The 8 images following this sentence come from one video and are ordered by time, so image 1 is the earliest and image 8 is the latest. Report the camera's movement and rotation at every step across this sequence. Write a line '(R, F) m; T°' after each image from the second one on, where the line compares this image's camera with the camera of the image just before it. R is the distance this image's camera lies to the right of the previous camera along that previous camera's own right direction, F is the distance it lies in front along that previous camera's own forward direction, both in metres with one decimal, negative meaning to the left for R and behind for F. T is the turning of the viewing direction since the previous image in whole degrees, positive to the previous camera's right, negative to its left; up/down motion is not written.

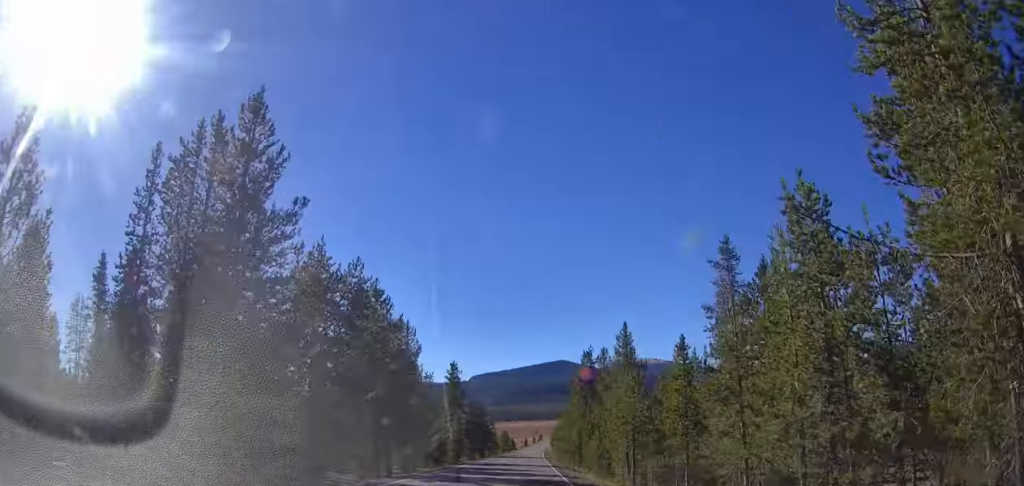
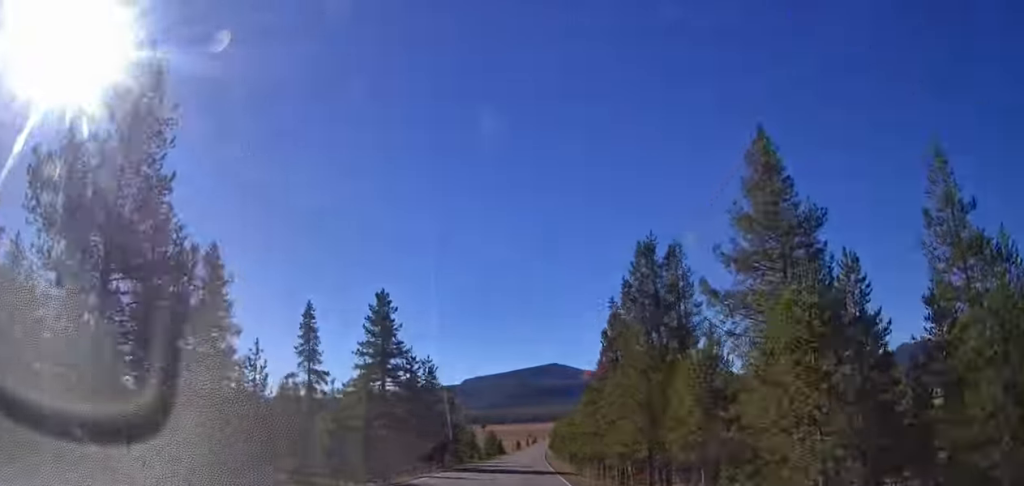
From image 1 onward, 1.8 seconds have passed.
(-0.4, +41.9) m; -1°
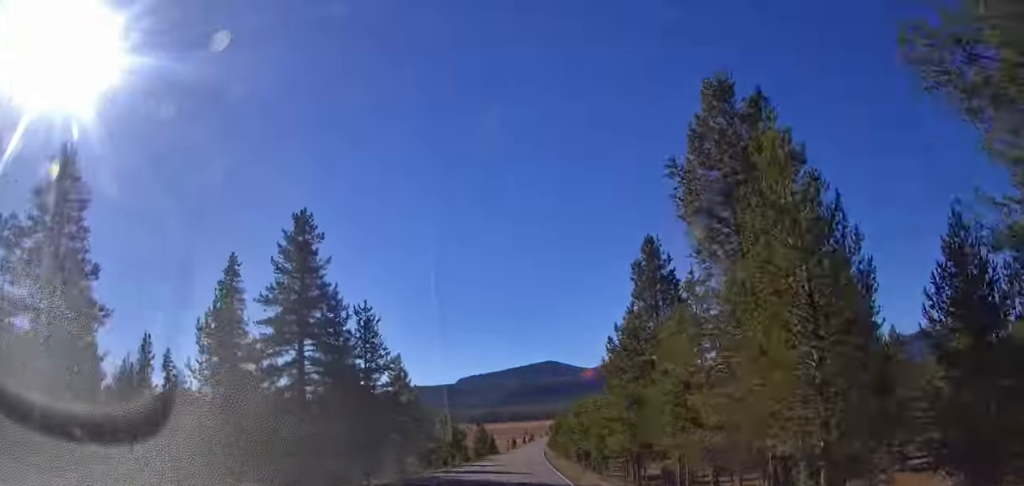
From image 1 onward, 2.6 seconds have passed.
(+0.2, +17.0) m; +1°
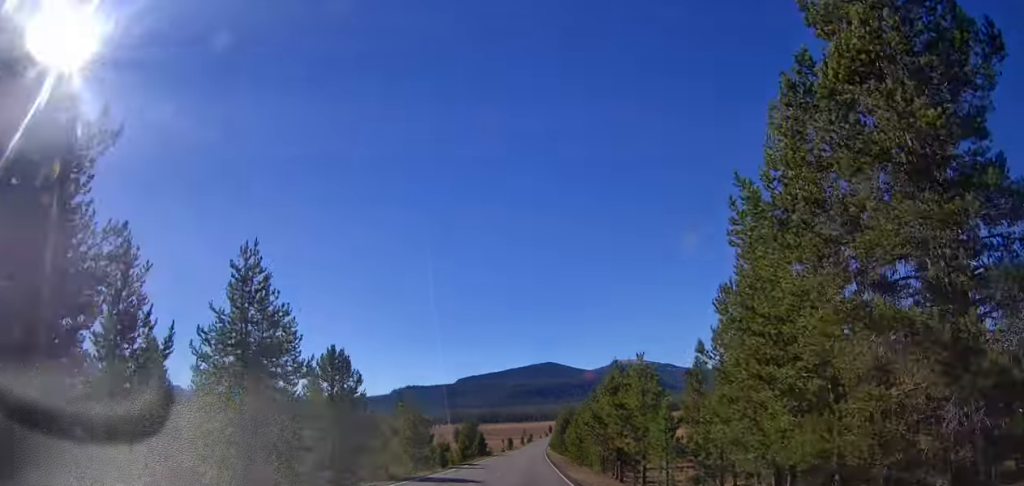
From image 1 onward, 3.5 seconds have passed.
(0.0, +22.5) m; 0°
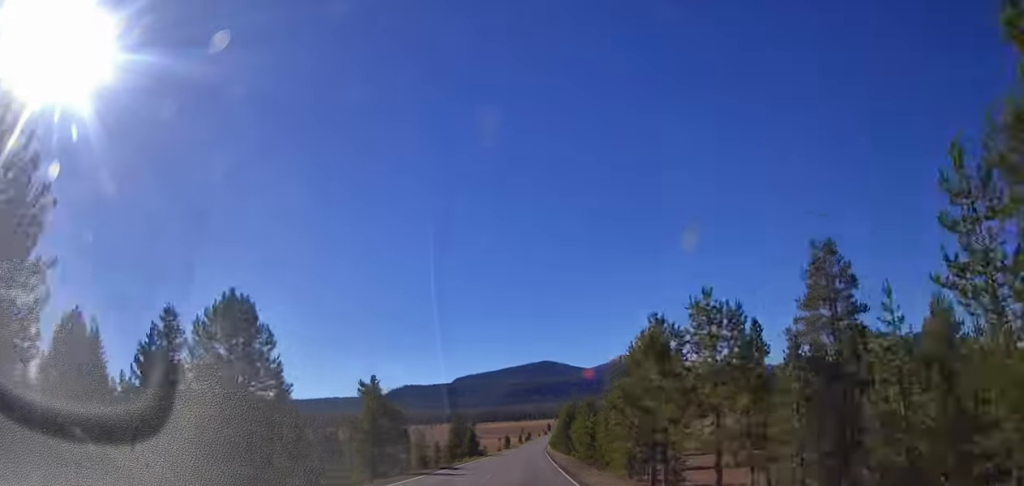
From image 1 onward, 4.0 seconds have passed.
(0.0, +11.7) m; 0°
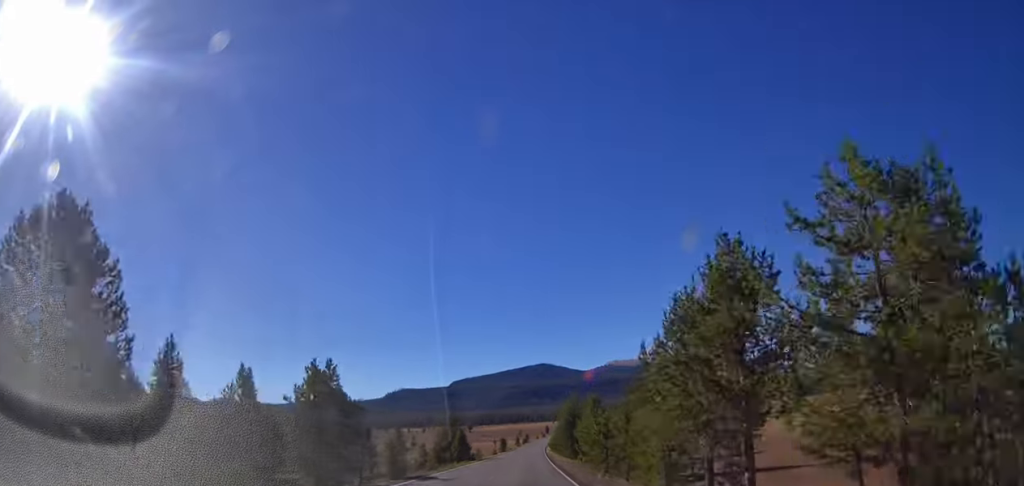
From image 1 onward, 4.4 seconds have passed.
(0.0, +9.4) m; 0°
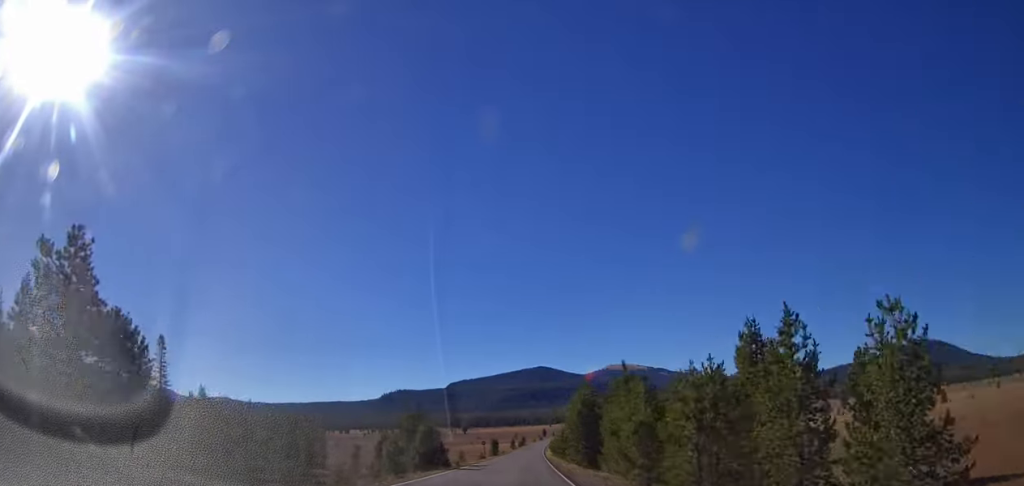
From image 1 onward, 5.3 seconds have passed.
(0.0, +21.2) m; 0°
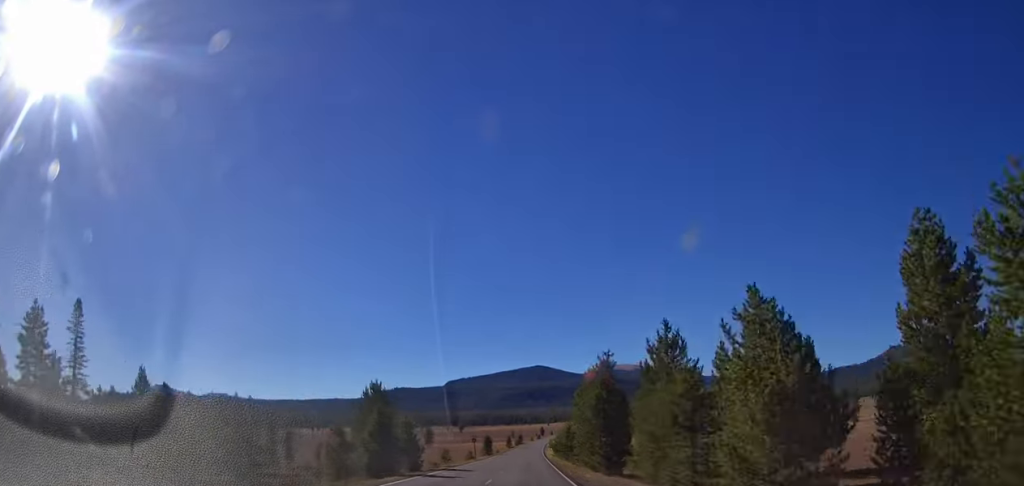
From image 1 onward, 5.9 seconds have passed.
(0.0, +13.4) m; 0°
